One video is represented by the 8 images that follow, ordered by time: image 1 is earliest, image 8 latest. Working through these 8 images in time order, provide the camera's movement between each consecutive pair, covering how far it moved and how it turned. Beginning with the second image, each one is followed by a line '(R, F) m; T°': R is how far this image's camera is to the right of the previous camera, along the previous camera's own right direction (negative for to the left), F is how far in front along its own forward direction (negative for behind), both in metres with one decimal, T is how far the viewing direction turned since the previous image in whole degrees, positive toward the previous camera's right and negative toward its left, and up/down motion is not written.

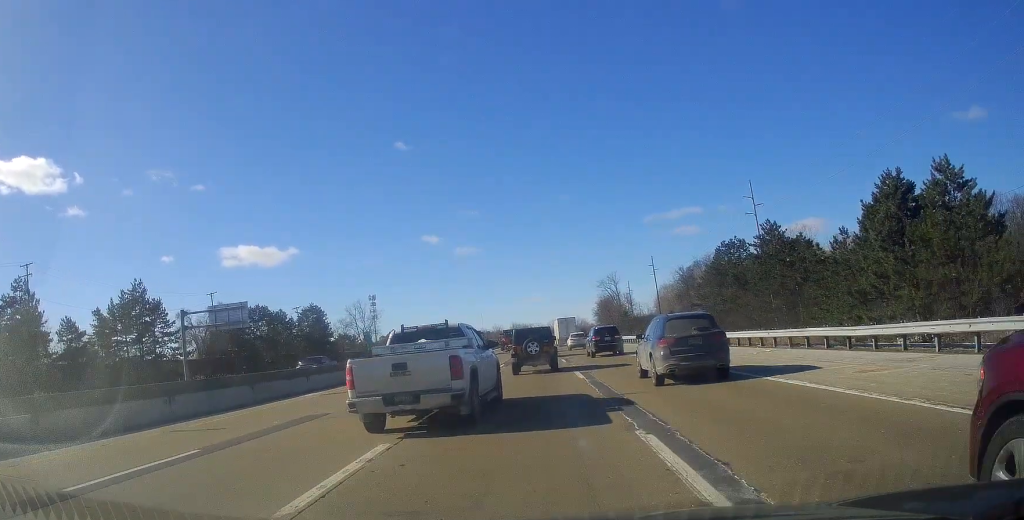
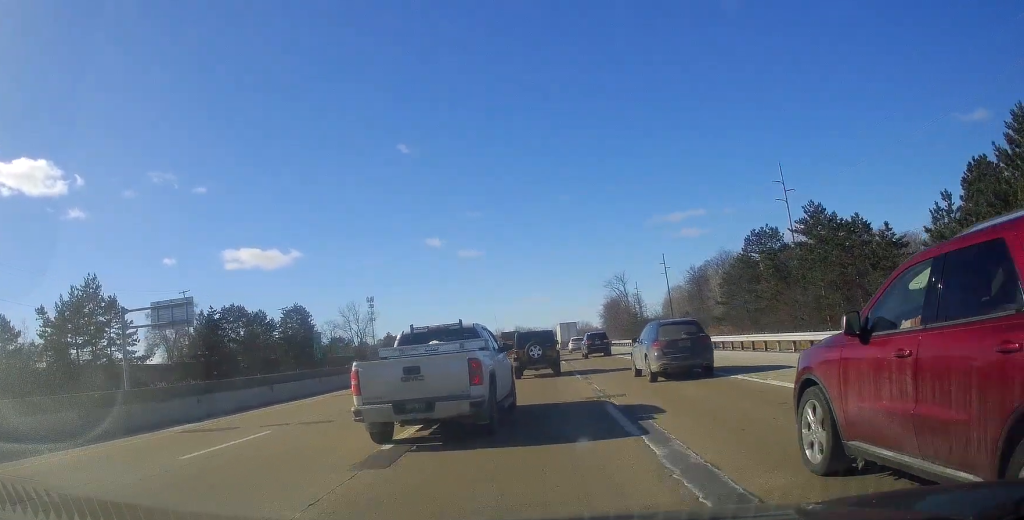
(0.0, +11.1) m; 0°
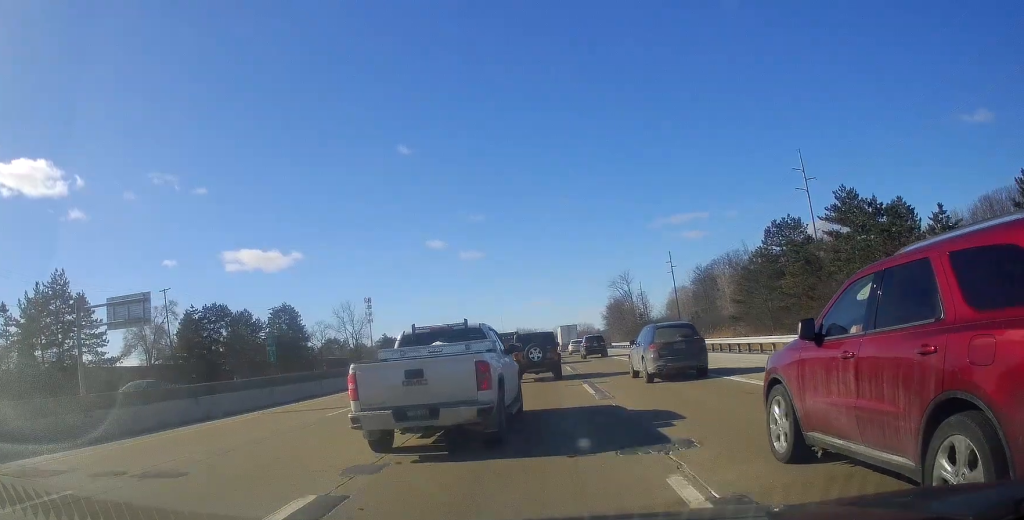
(0.0, +6.7) m; 0°
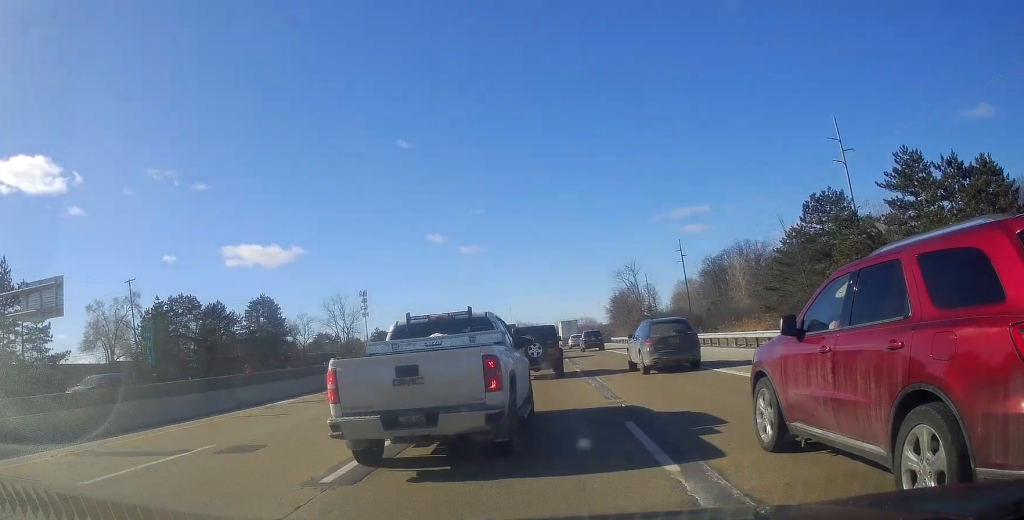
(0.0, +11.3) m; 0°
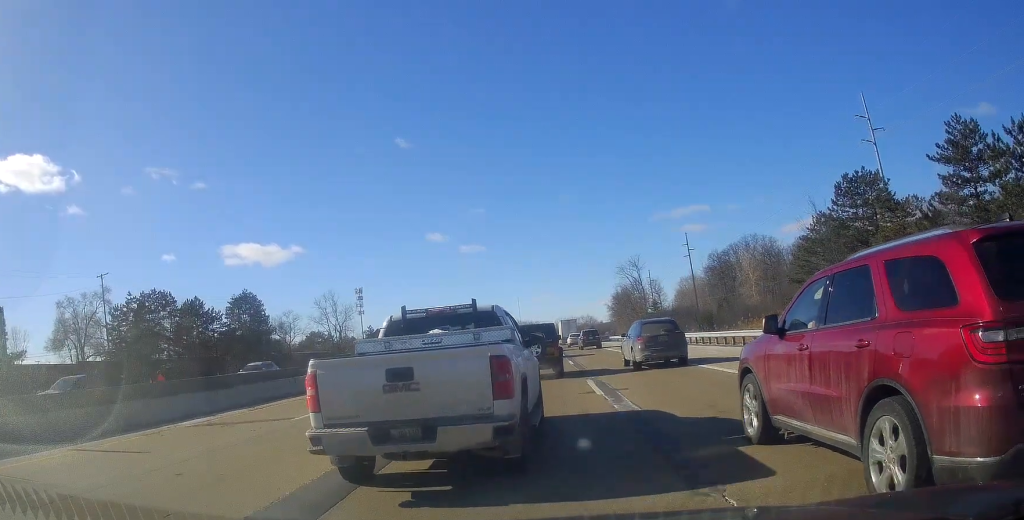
(0.0, +7.5) m; 0°
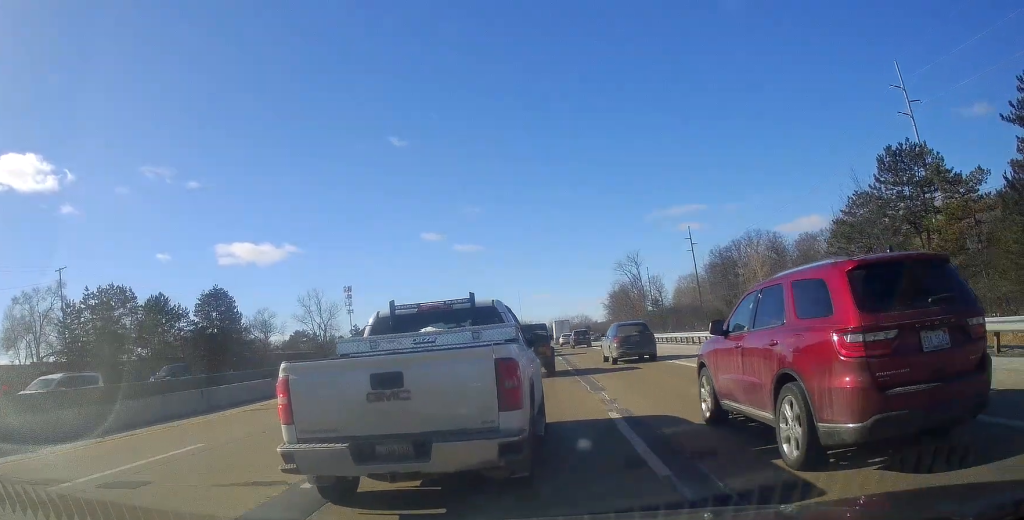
(0.0, +8.4) m; 0°
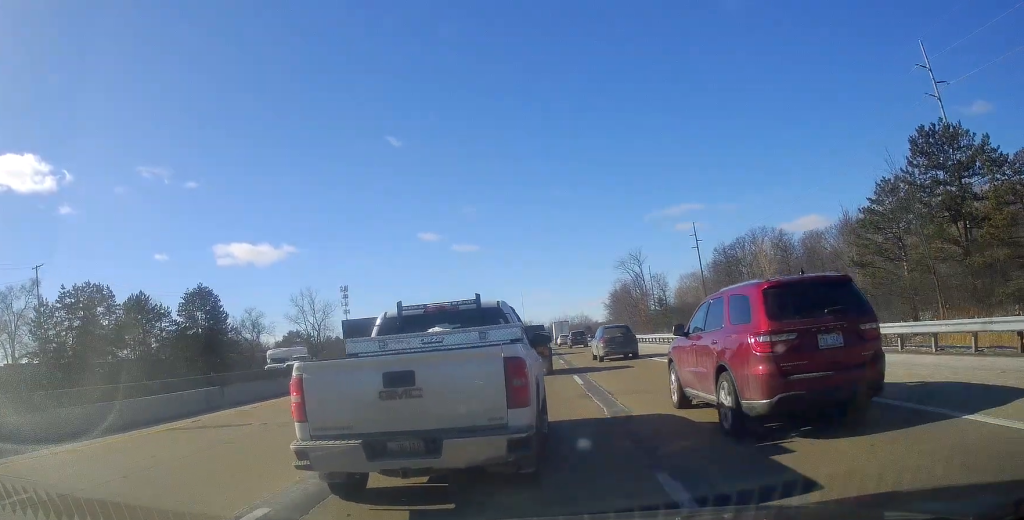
(0.0, +4.7) m; 0°
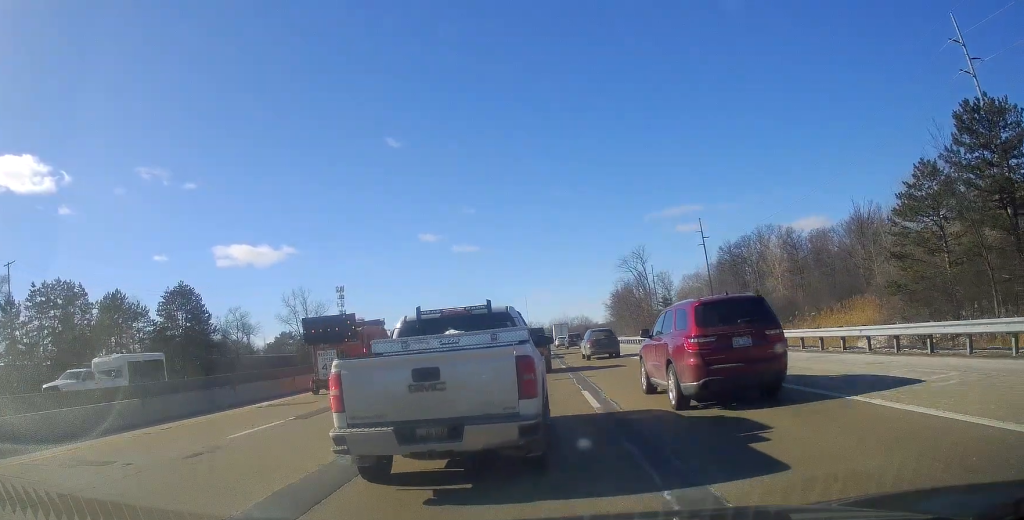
(0.0, +6.0) m; 0°
